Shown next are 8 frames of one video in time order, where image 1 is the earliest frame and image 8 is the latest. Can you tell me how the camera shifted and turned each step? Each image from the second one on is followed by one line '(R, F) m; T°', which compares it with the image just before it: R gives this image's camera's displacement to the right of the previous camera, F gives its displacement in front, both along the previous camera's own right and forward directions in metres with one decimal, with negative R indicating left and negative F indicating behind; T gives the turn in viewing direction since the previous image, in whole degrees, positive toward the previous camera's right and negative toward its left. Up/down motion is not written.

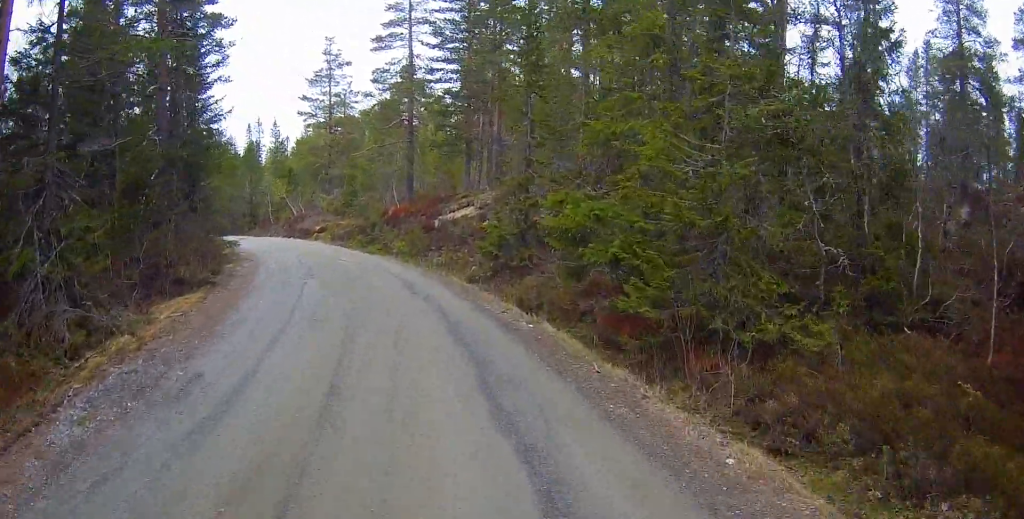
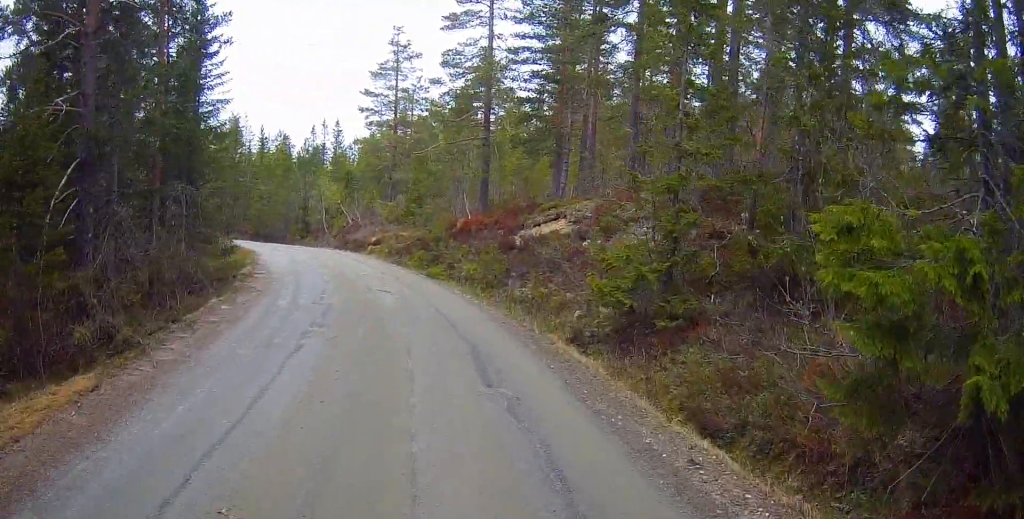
(-0.4, +5.8) m; -8°
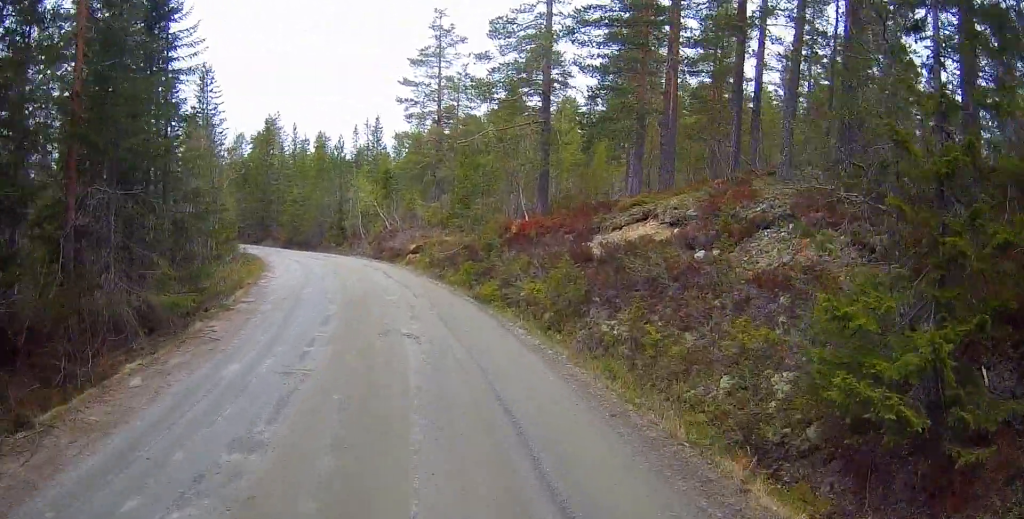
(-0.4, +5.1) m; -4°
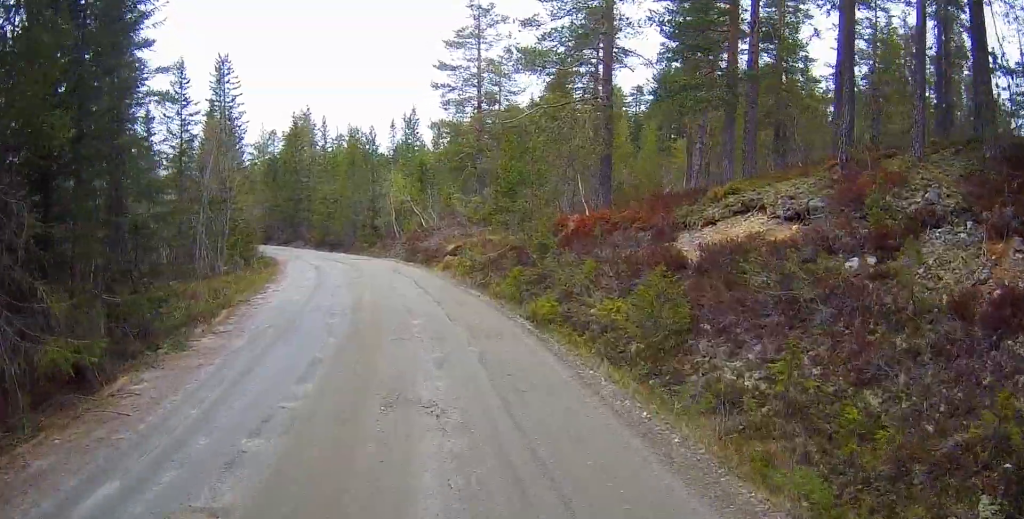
(-0.1, +3.6) m; -1°
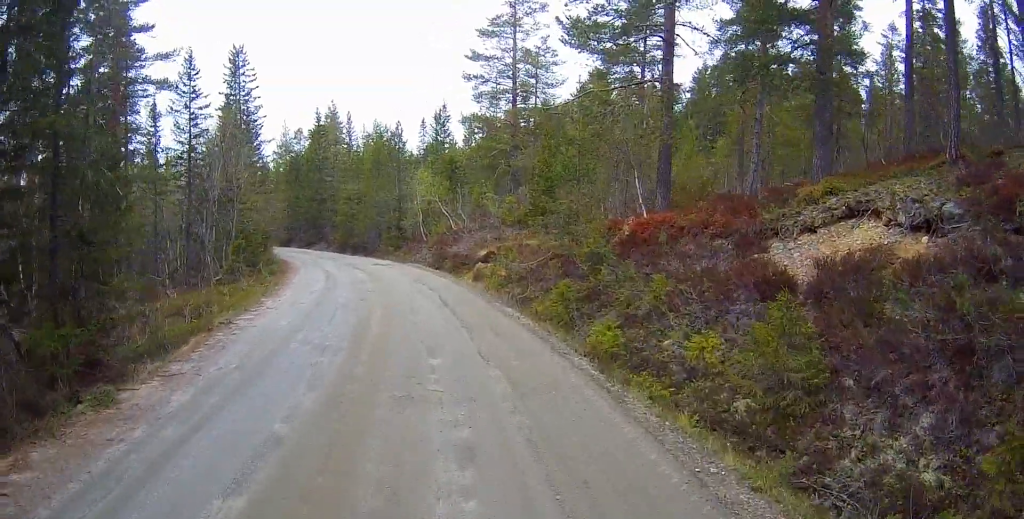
(+0.2, +2.7) m; -1°
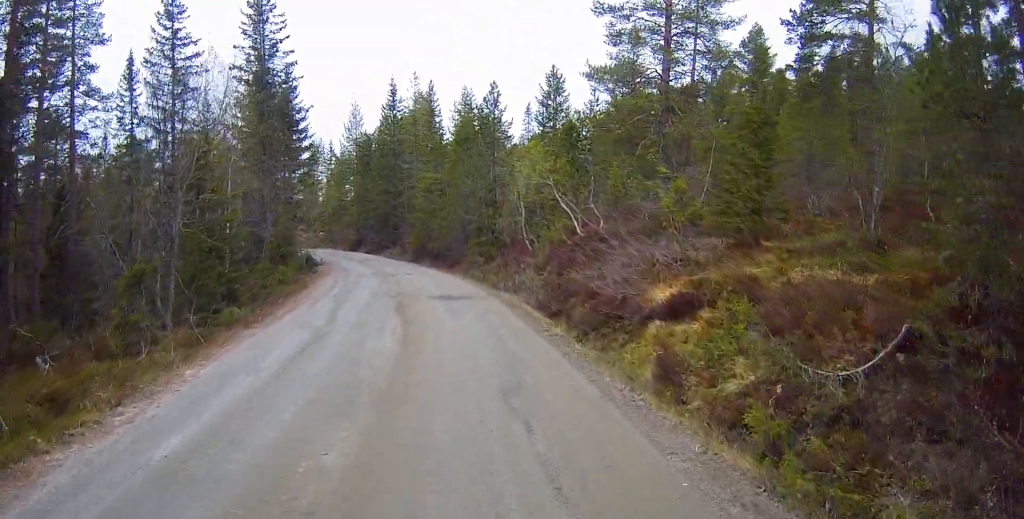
(-0.9, +12.4) m; -10°
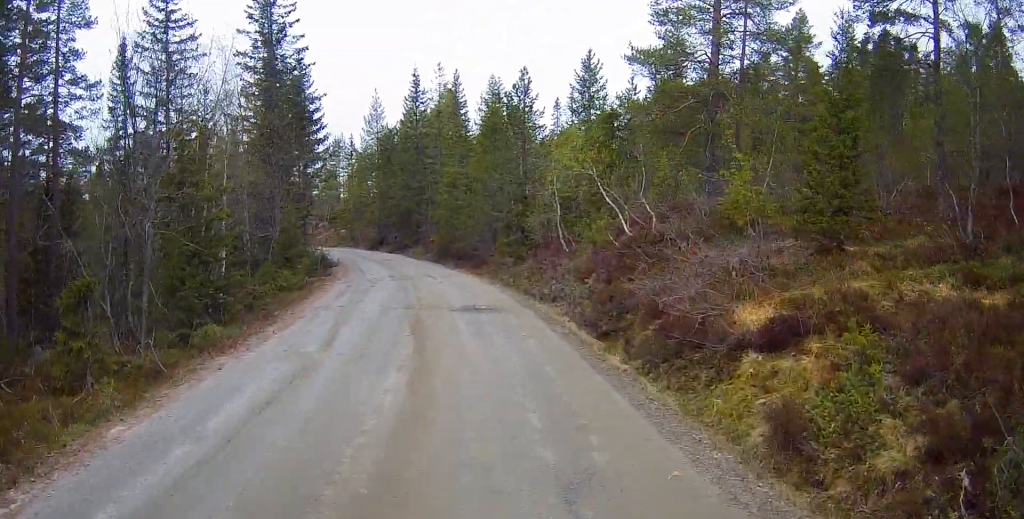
(-0.2, +2.5) m; -2°
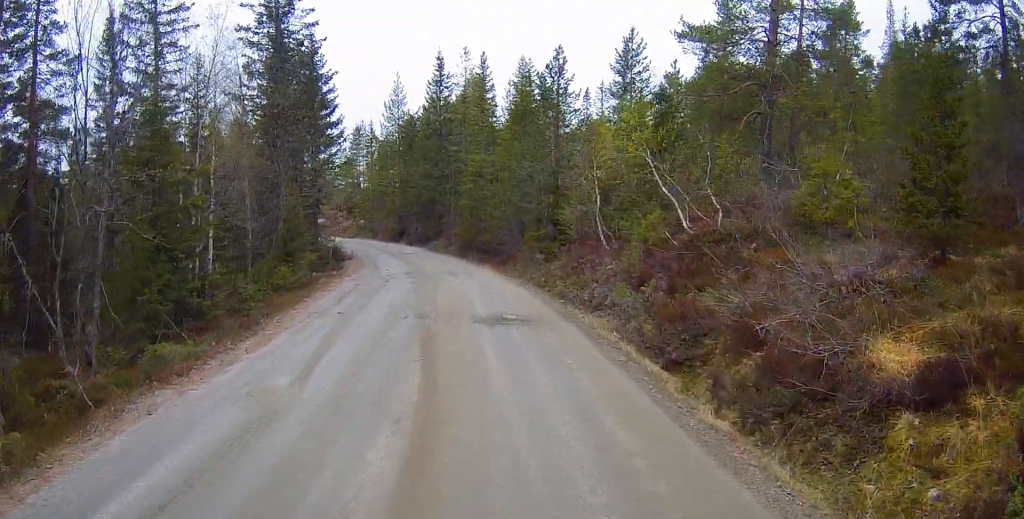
(-0.2, +2.6) m; -2°
